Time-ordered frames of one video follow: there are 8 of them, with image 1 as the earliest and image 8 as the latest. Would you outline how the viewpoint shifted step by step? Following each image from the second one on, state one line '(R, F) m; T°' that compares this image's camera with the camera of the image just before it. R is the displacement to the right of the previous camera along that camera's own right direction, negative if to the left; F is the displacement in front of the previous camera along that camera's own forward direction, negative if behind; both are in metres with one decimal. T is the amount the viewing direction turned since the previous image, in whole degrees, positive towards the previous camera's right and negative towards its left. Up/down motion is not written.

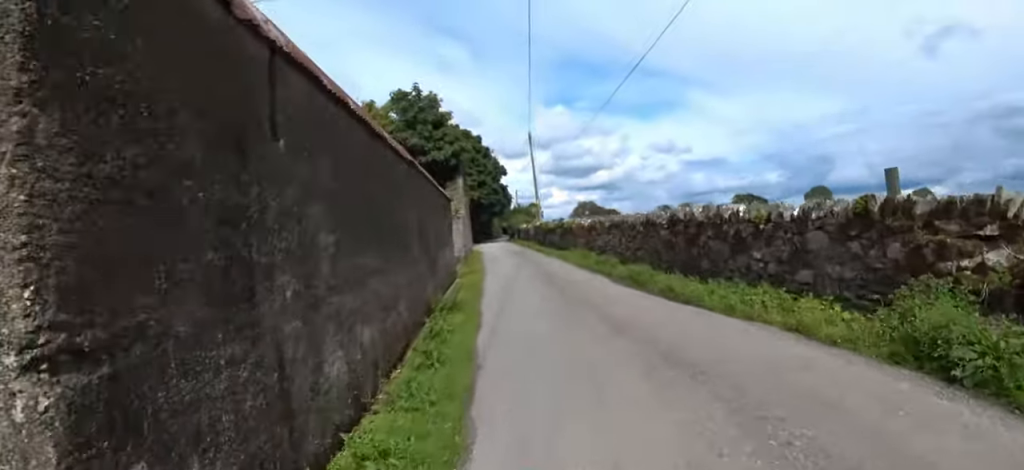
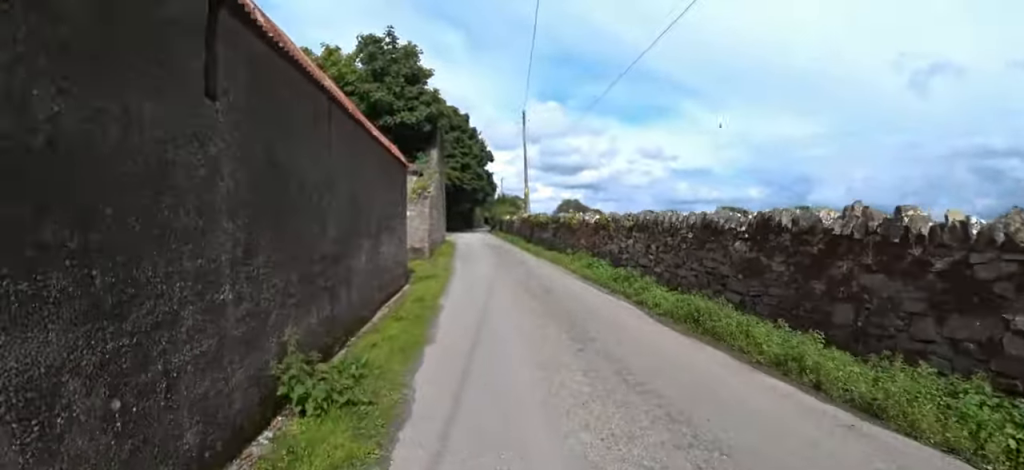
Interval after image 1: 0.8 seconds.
(+0.1, +4.4) m; +3°
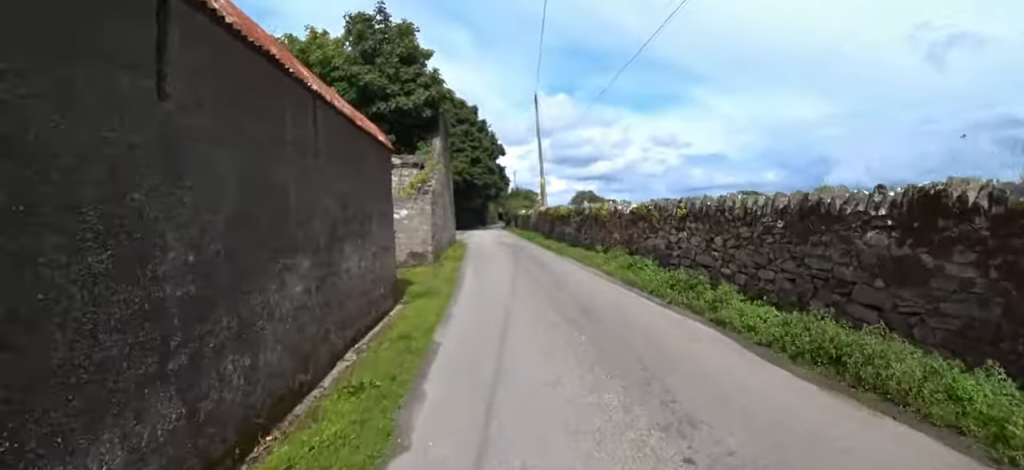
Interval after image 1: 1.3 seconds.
(+0.2, +2.4) m; 0°
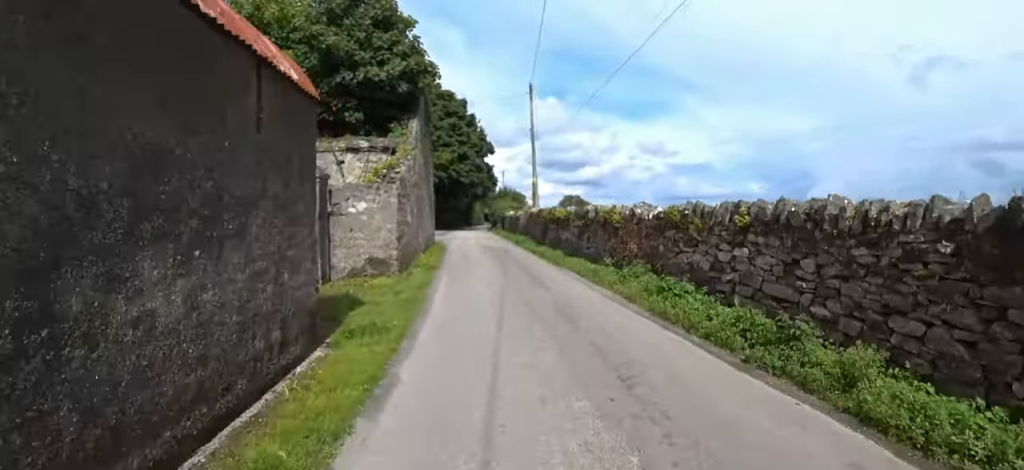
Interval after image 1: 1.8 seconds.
(+0.1, +2.6) m; -1°
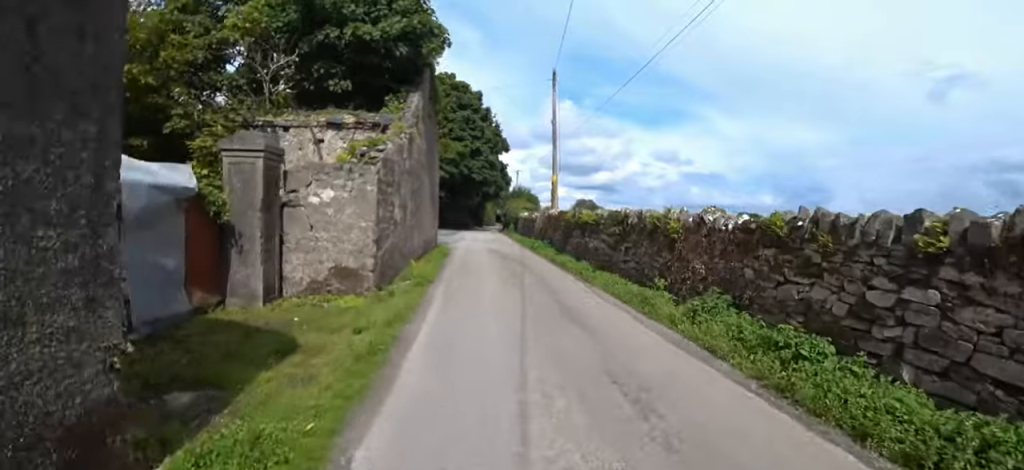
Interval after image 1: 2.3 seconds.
(-0.2, +2.5) m; -3°
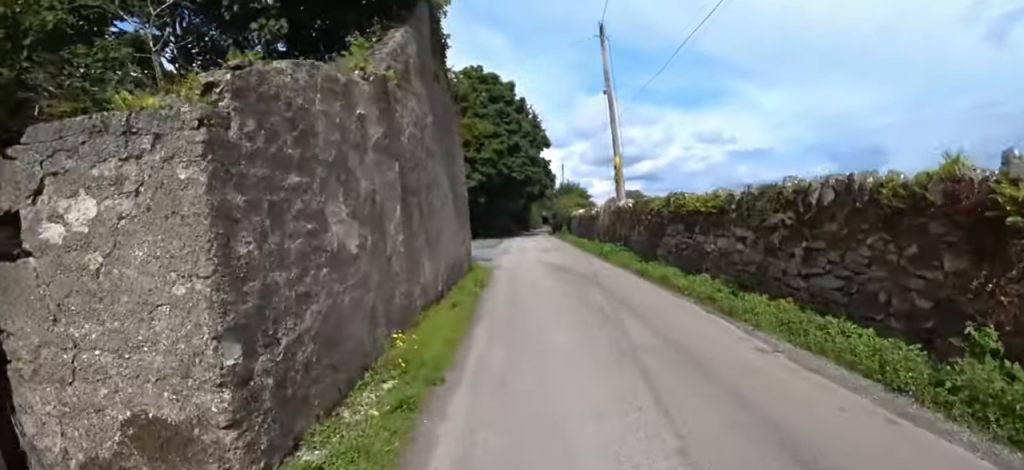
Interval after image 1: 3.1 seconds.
(-0.2, +4.3) m; -2°
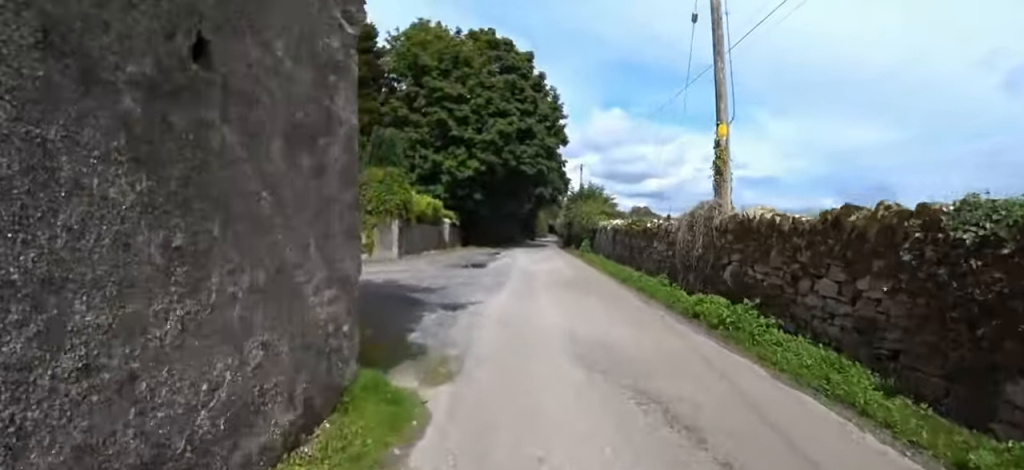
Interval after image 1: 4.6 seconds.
(0.0, +7.5) m; 0°
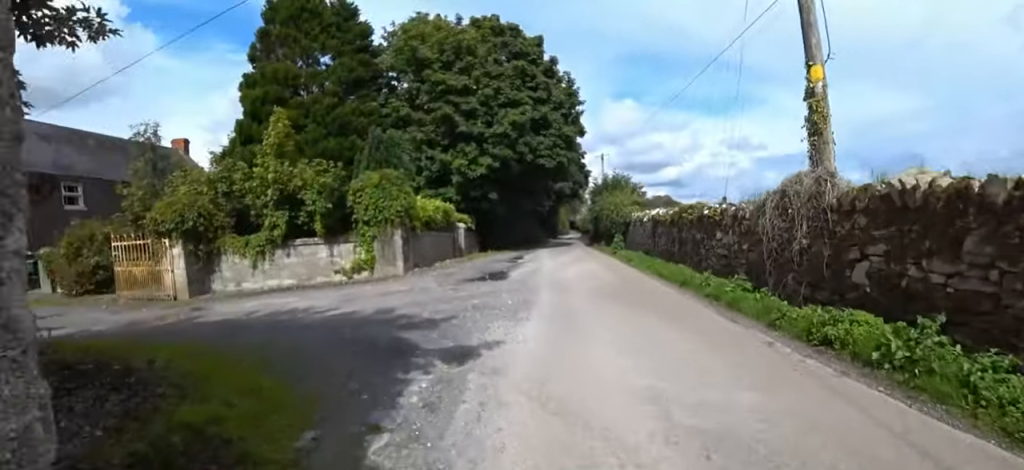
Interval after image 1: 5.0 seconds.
(0.0, +2.2) m; 0°
